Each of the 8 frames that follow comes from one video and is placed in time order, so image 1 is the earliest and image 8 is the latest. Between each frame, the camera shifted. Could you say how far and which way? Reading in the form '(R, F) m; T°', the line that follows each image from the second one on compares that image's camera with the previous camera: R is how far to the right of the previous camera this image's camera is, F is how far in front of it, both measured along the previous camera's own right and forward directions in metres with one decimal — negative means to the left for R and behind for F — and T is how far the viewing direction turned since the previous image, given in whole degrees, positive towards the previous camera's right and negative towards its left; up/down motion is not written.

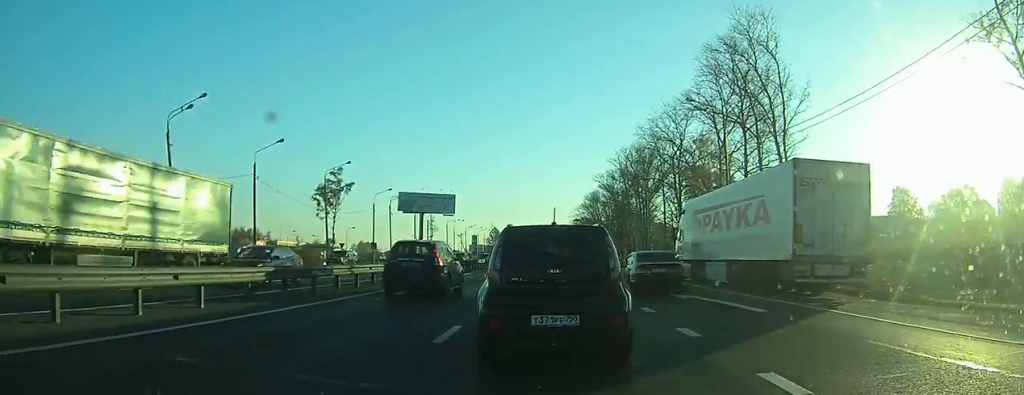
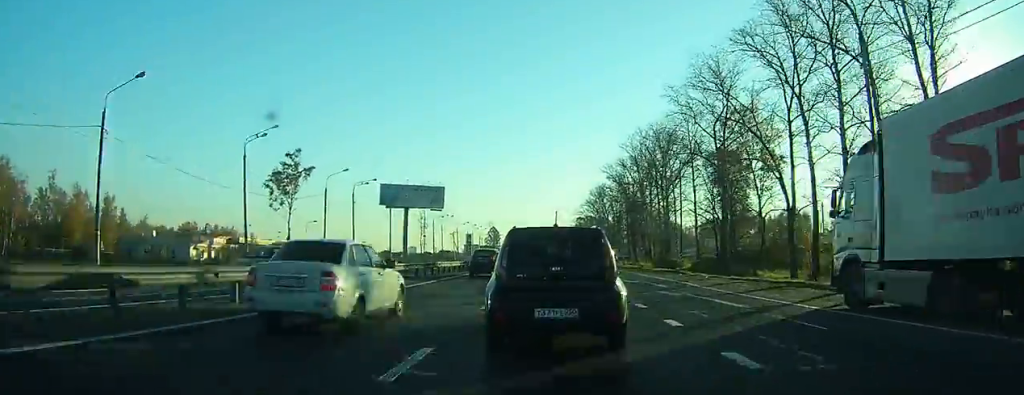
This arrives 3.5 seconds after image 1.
(-0.3, +19.7) m; 0°
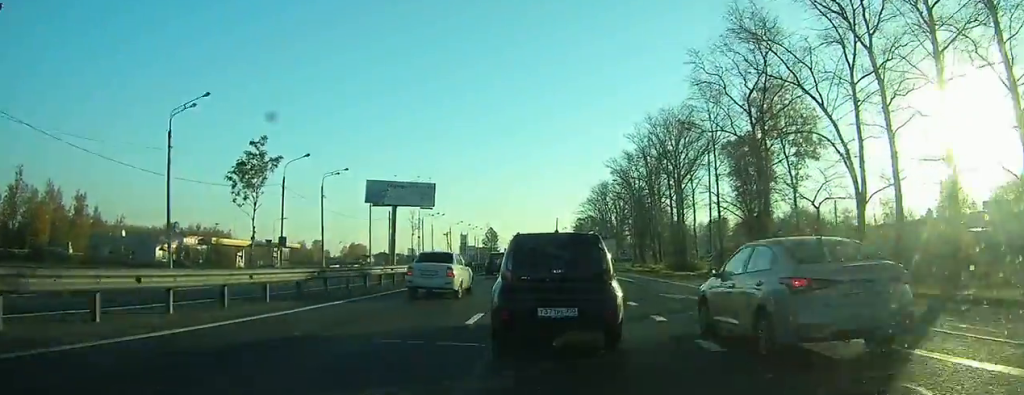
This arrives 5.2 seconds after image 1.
(+0.1, +10.9) m; +1°
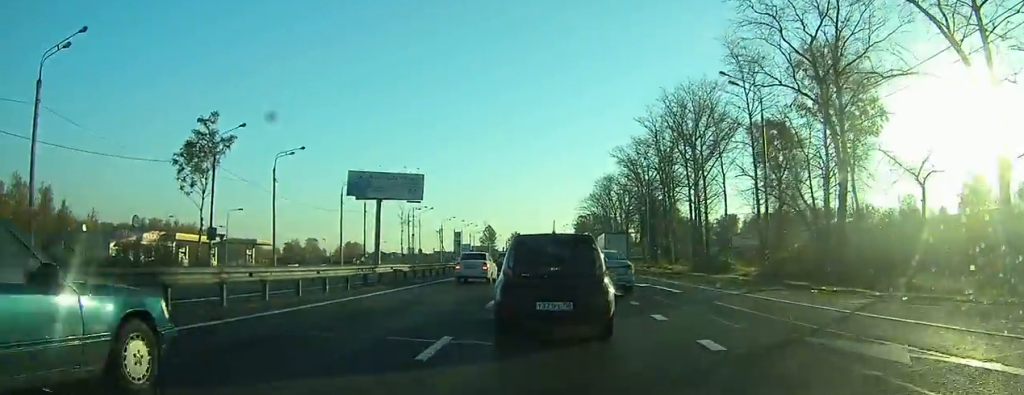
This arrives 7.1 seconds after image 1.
(+0.1, +12.6) m; 0°
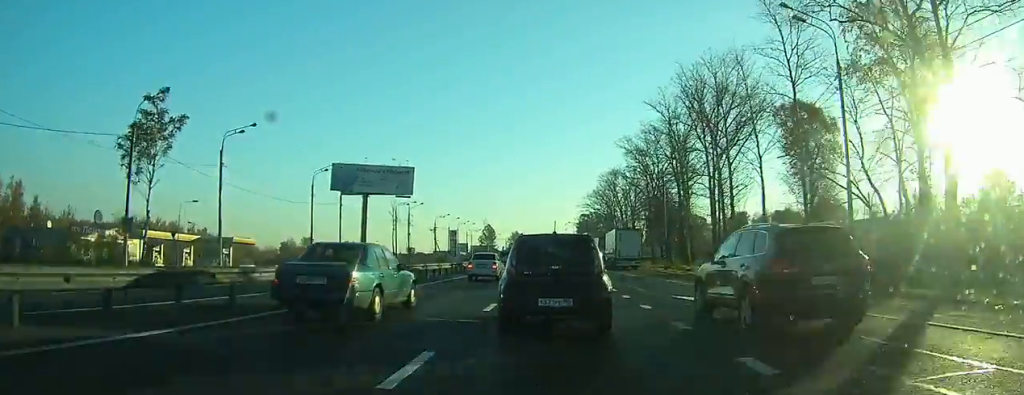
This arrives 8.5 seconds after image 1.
(0.0, +9.5) m; 0°
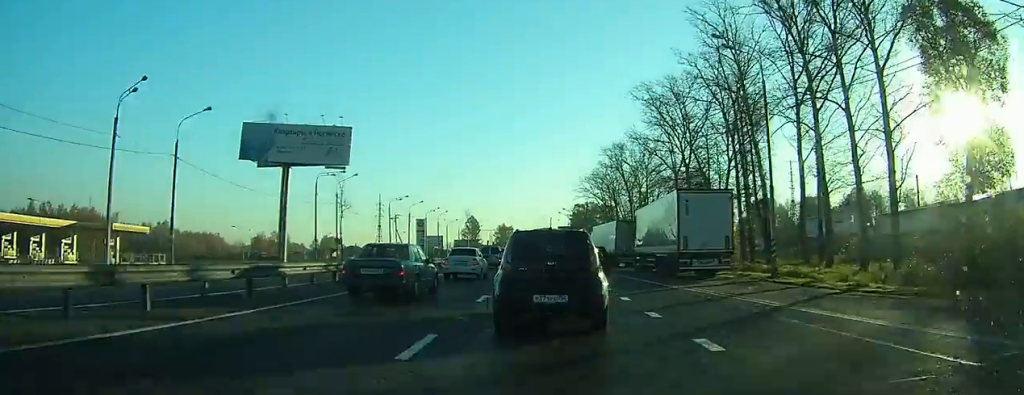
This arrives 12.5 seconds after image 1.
(-0.2, +28.8) m; 0°
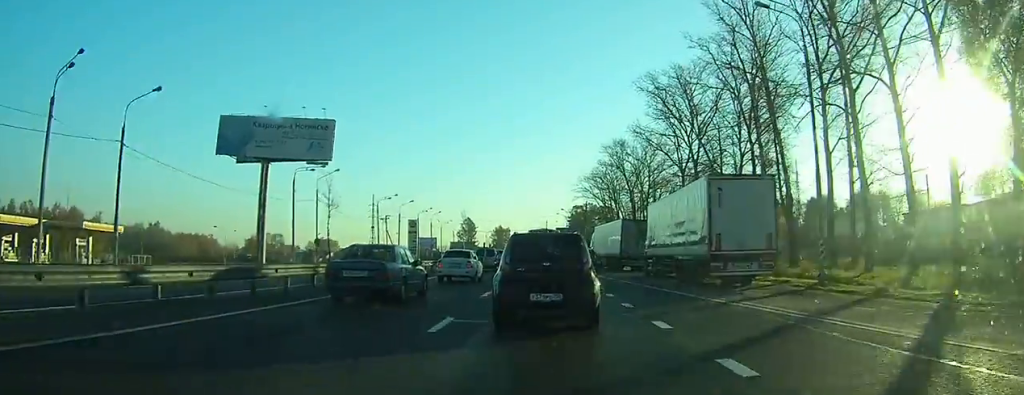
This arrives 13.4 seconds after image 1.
(0.0, +6.3) m; +2°
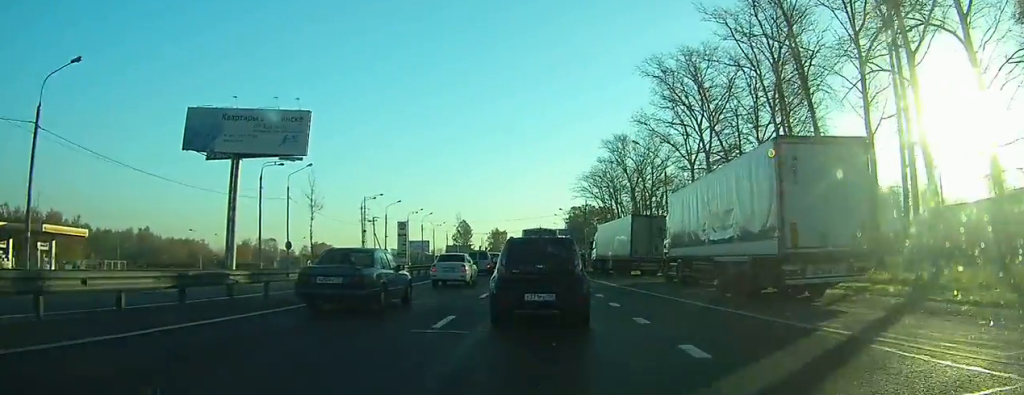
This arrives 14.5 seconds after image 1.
(-0.1, +8.1) m; +2°
